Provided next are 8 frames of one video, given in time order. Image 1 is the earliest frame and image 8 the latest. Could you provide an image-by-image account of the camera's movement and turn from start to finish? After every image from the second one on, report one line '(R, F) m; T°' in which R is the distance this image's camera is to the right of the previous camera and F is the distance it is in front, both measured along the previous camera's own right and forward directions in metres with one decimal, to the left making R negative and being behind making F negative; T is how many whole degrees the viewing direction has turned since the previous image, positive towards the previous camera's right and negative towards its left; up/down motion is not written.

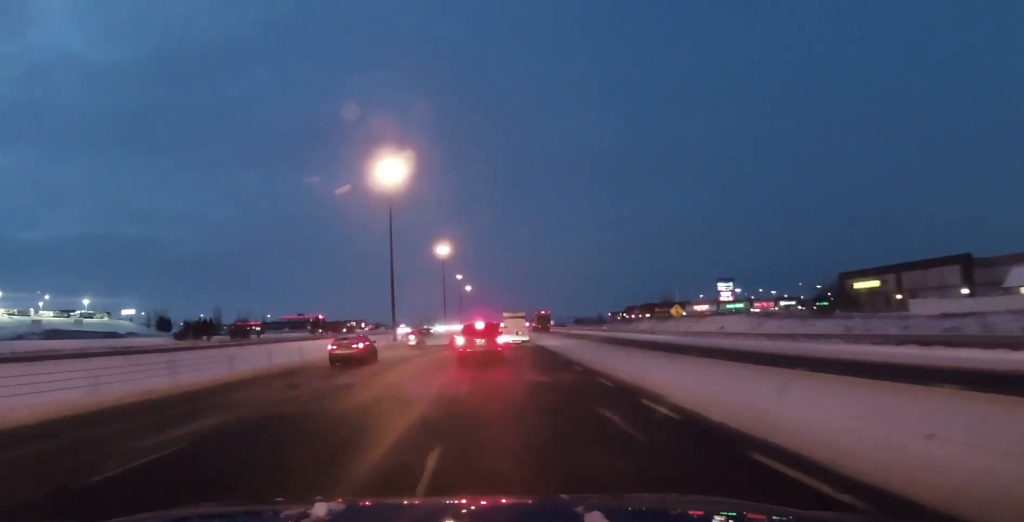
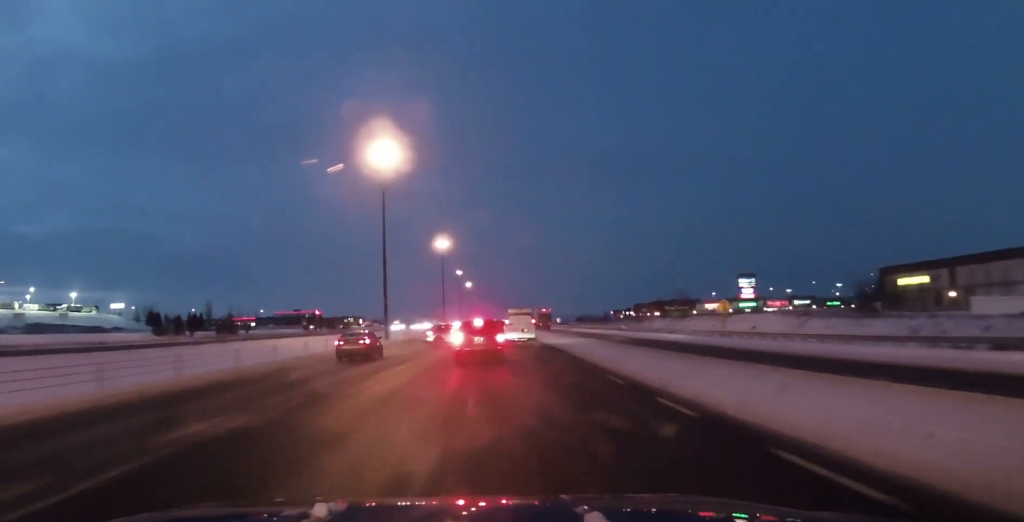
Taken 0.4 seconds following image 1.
(-0.3, +12.1) m; 0°
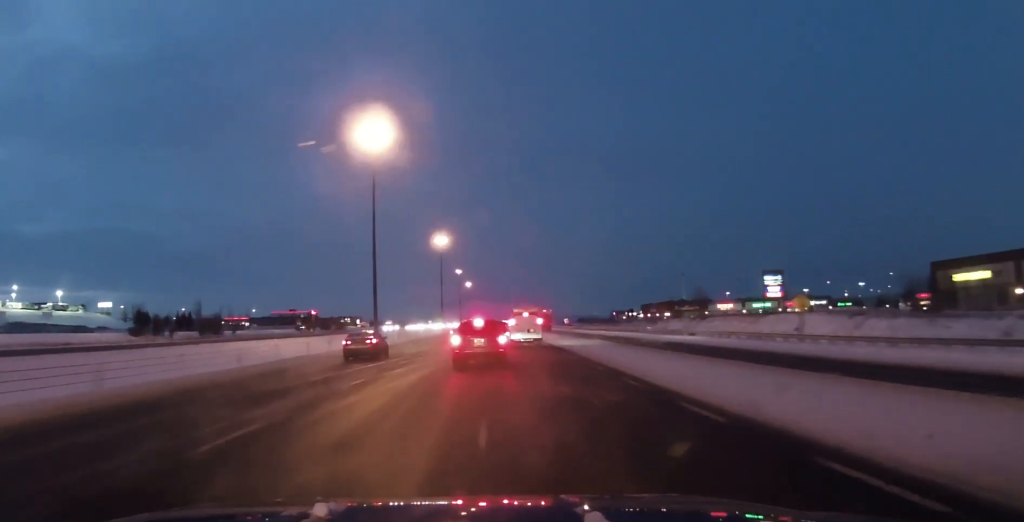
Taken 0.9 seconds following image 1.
(+0.1, +12.8) m; 0°
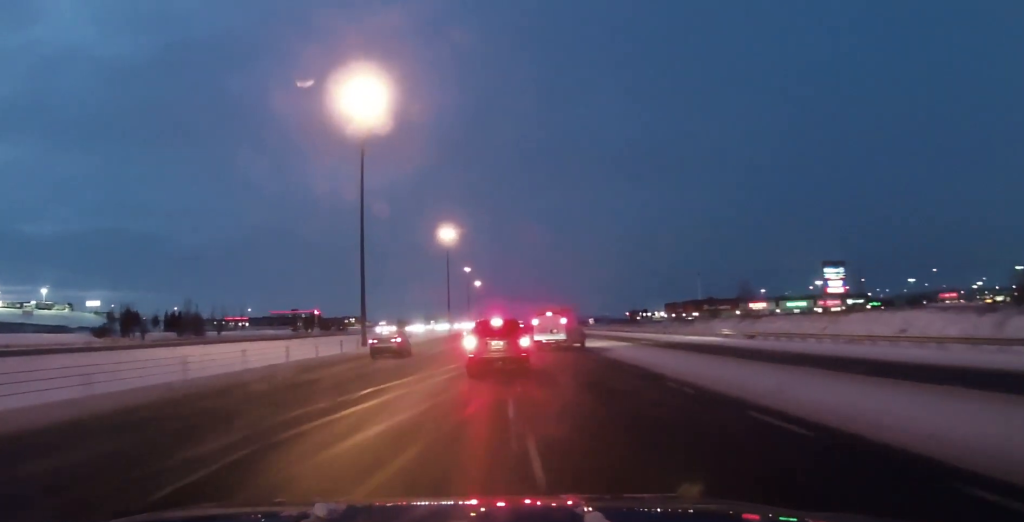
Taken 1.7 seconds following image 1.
(+0.4, +20.5) m; 0°
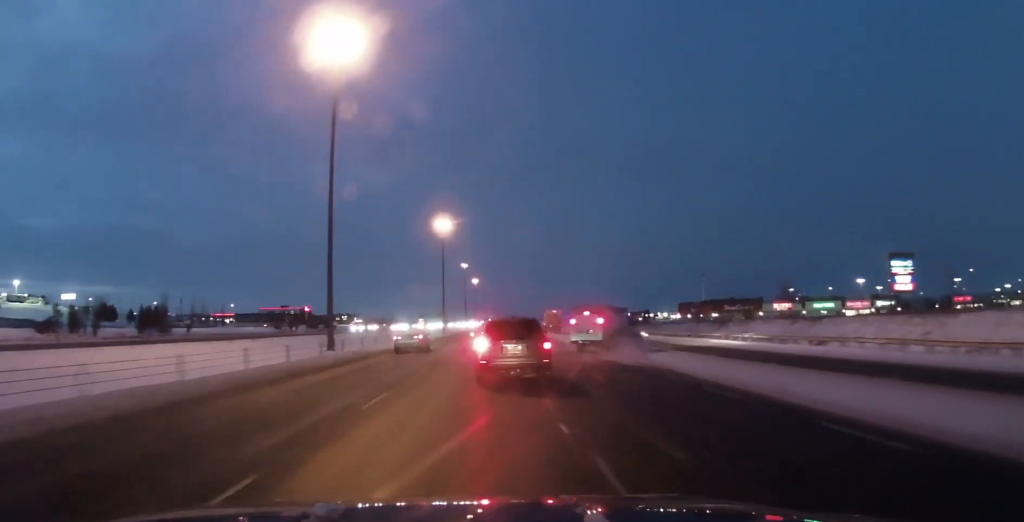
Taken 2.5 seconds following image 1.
(-0.2, +20.0) m; -1°
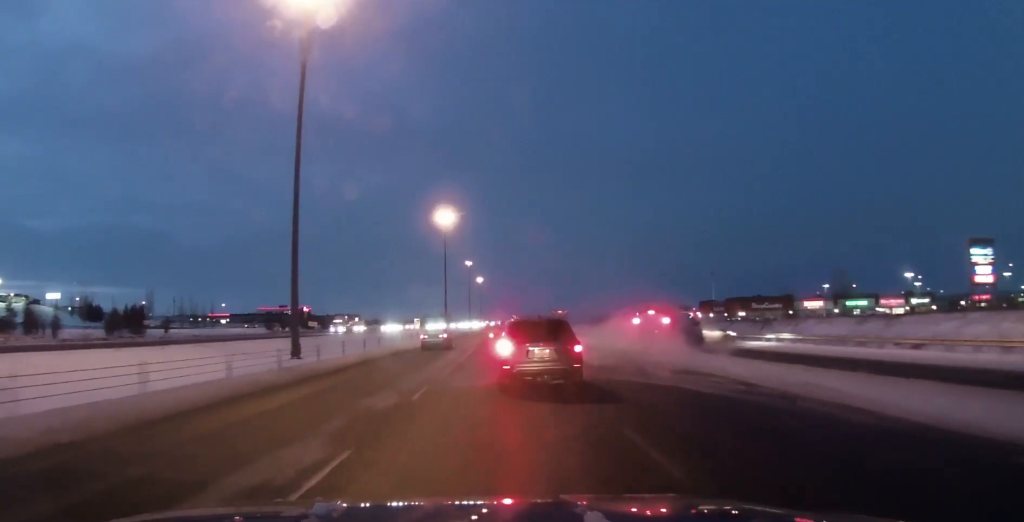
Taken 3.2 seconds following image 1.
(-0.2, +16.2) m; 0°
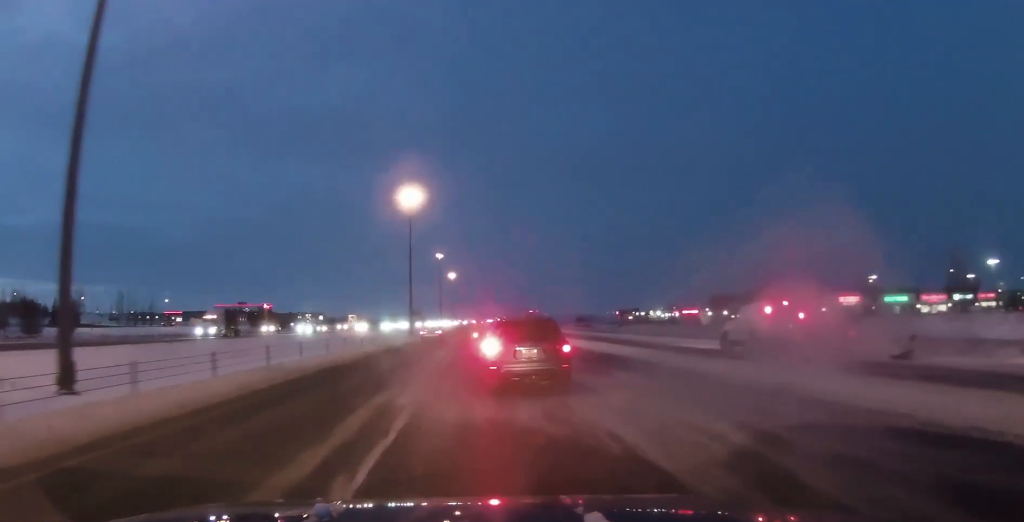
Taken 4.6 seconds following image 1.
(+0.6, +31.3) m; +2°
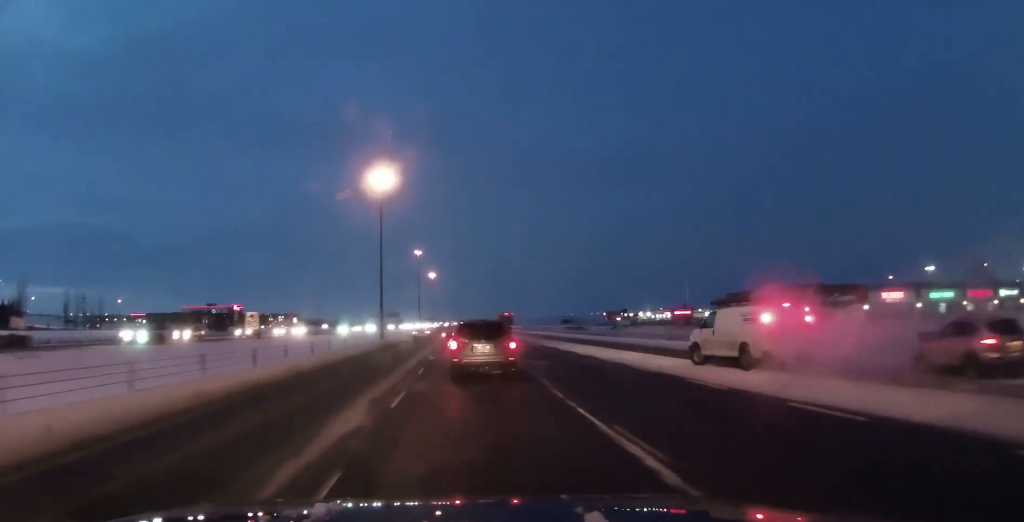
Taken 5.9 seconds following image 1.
(0.0, +24.1) m; 0°
